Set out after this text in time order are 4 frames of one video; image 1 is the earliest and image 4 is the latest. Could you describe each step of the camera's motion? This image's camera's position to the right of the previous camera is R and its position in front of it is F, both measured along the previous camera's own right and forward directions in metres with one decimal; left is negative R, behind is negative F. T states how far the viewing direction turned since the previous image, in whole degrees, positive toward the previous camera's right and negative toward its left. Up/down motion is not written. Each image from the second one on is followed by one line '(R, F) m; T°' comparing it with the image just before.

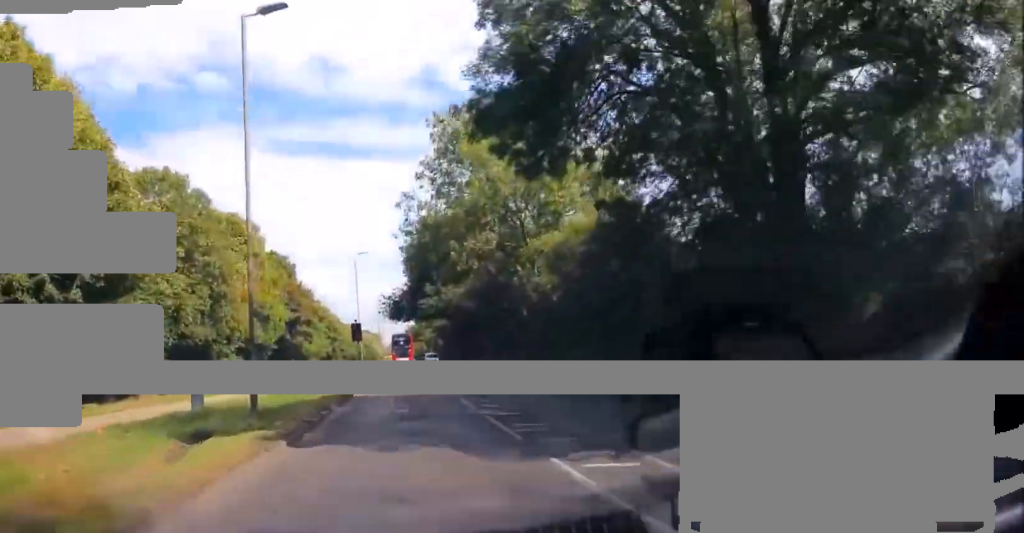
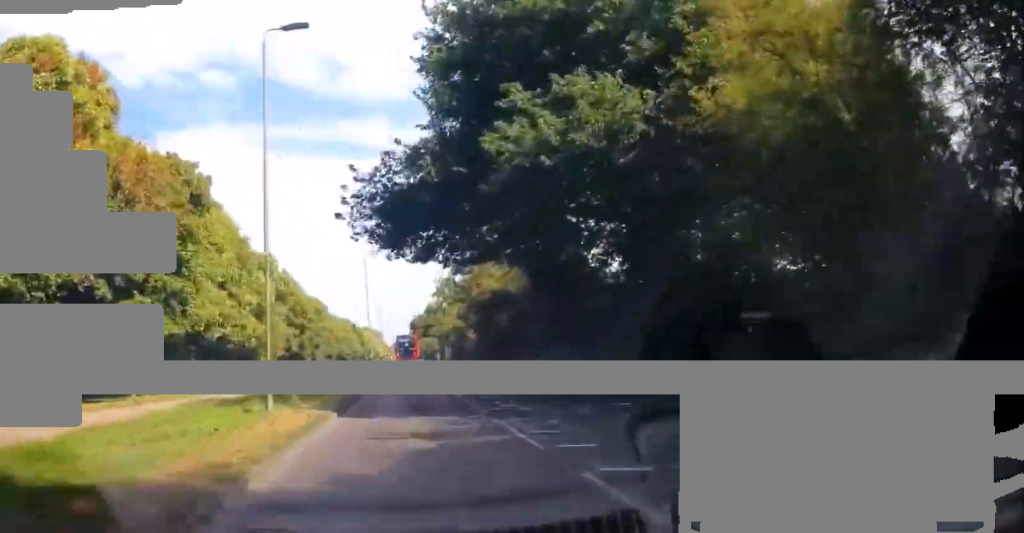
(+0.4, +41.1) m; +2°
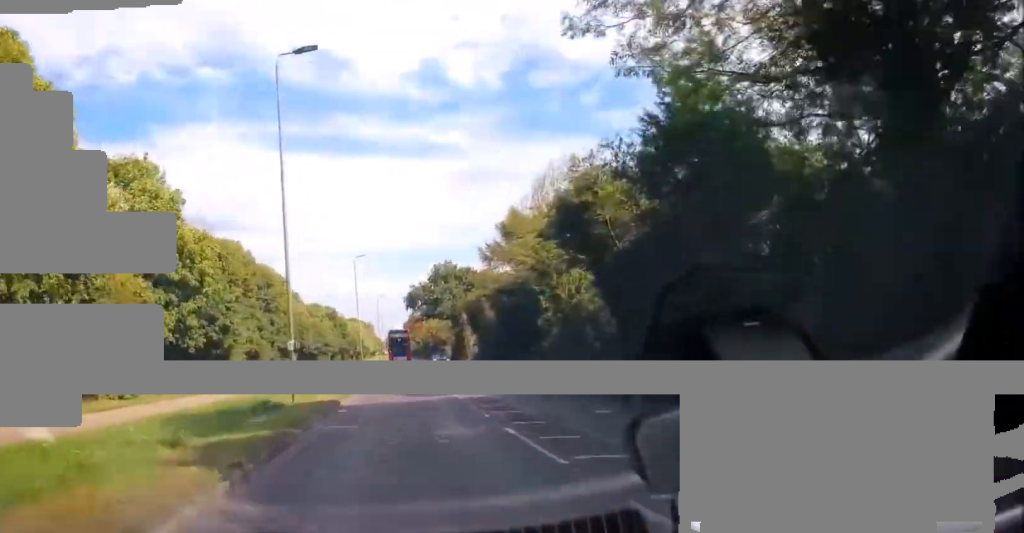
(-0.3, +38.7) m; -2°
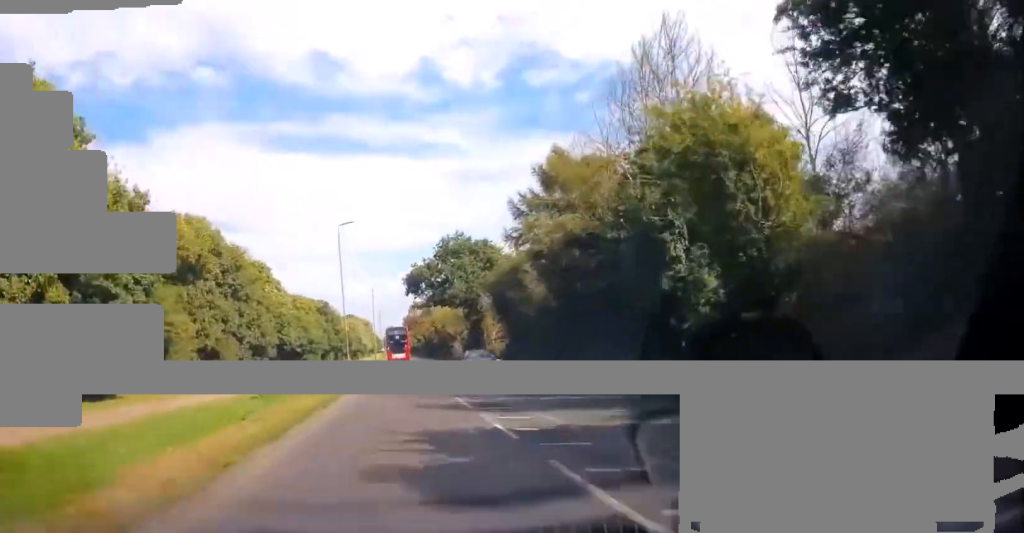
(-0.2, +16.0) m; 0°
